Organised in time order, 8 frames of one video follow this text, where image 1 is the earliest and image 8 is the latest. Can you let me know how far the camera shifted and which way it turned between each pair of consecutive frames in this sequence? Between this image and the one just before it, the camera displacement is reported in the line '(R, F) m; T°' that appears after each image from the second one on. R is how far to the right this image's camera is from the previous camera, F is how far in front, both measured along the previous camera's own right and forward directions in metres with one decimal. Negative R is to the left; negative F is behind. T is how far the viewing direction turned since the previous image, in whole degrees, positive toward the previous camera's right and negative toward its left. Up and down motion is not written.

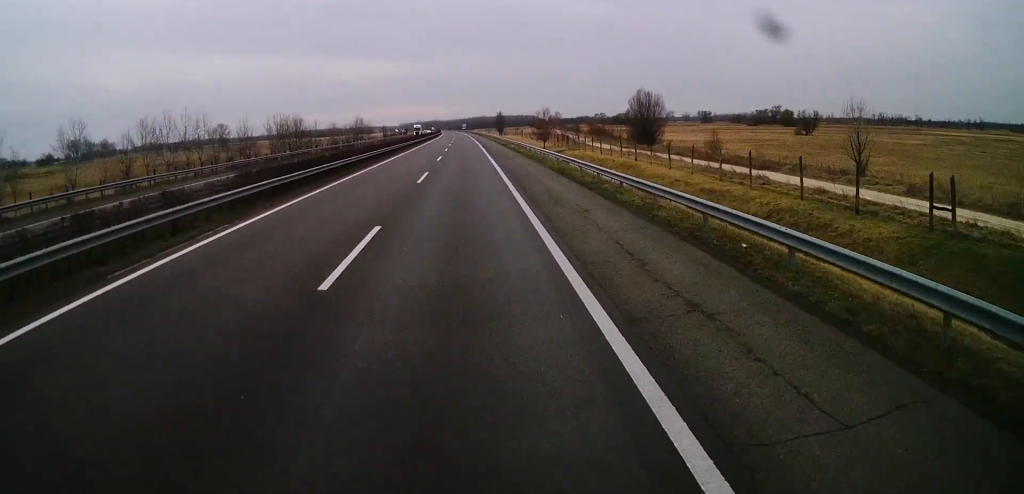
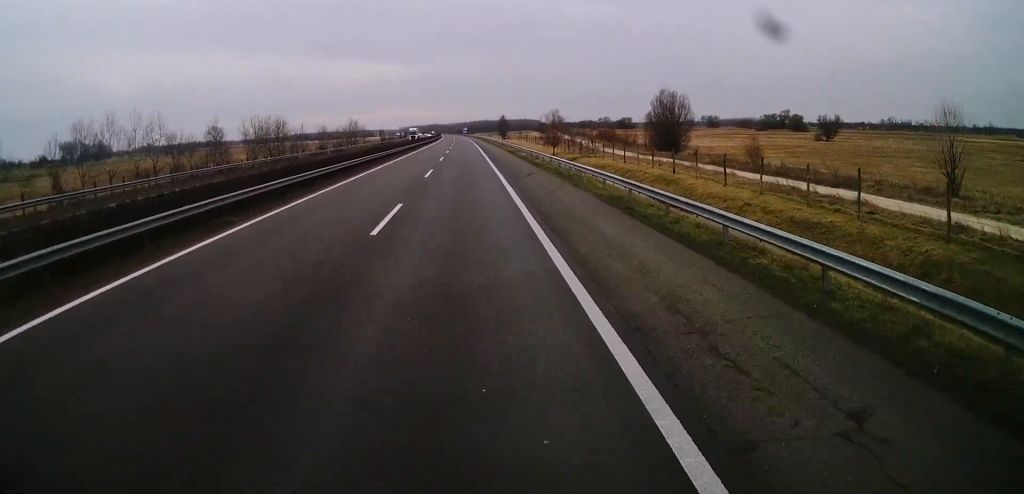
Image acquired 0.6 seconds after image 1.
(-0.1, +13.1) m; 0°
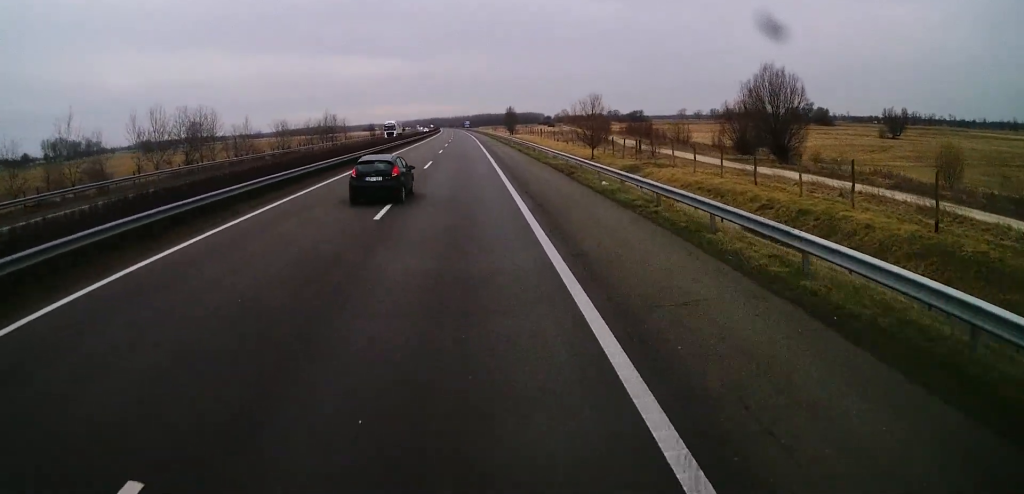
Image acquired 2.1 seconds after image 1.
(0.0, +35.6) m; 0°
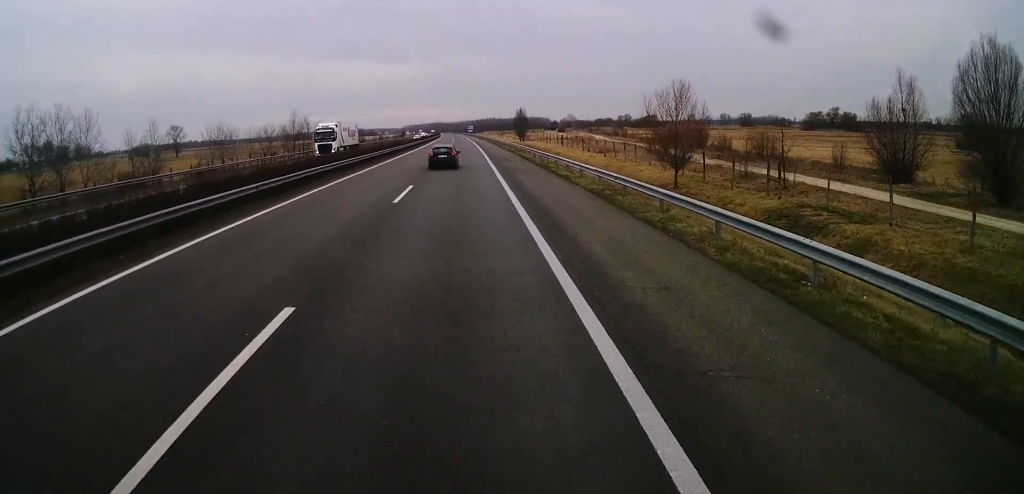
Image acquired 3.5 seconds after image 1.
(0.0, +32.7) m; 0°
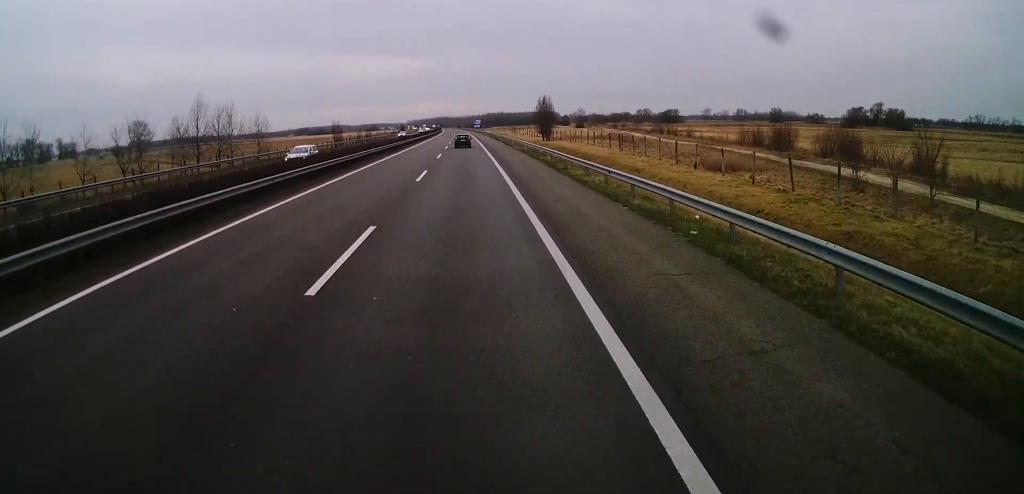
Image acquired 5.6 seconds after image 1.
(-0.6, +49.6) m; 0°
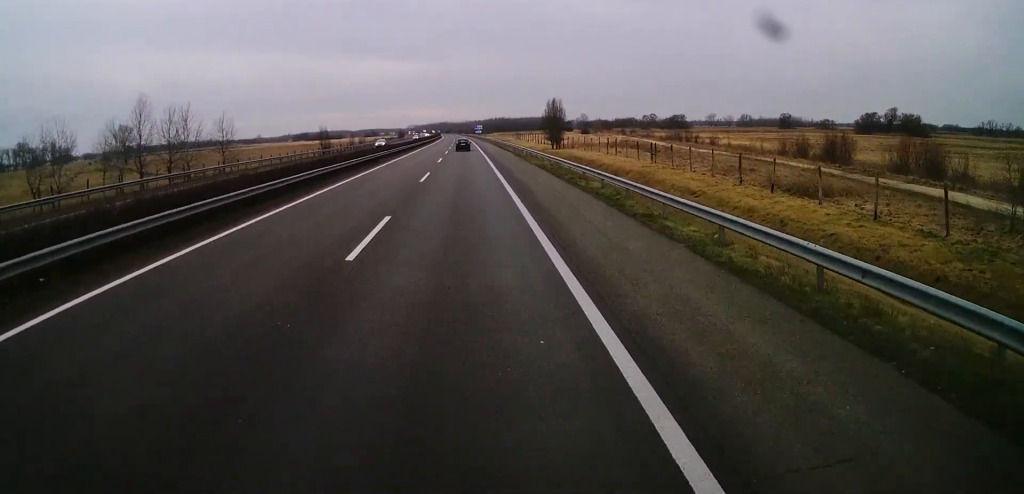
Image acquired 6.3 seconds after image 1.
(+0.2, +16.0) m; +1°
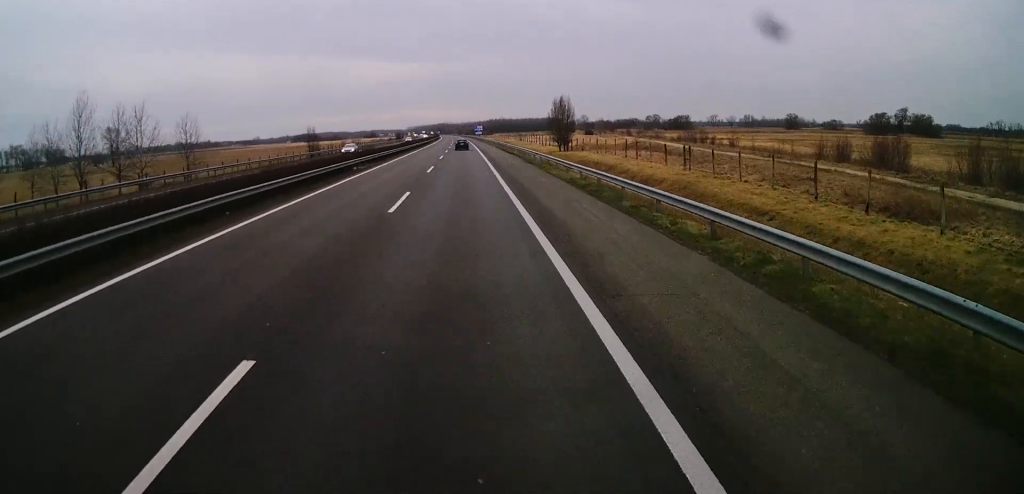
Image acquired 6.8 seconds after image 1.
(0.0, +12.3) m; 0°
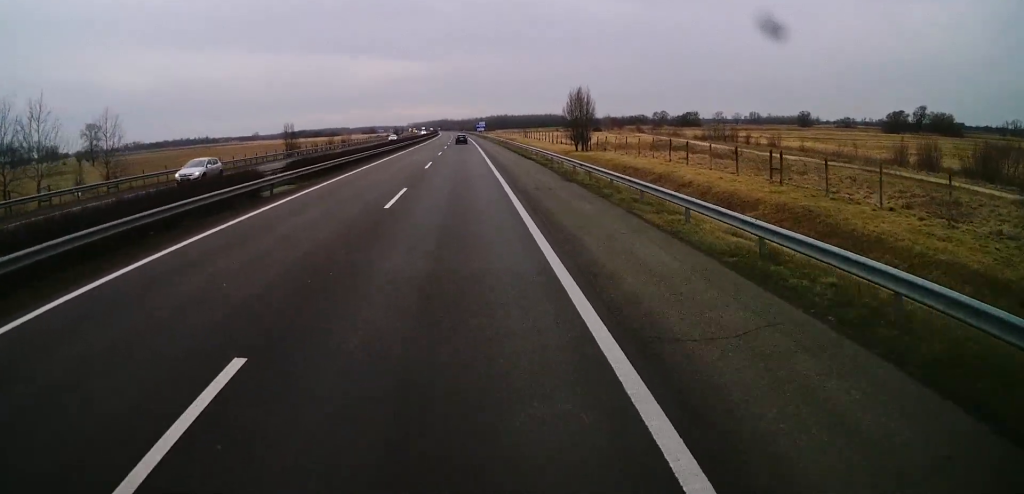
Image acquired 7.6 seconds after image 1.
(-0.1, +20.0) m; -1°
